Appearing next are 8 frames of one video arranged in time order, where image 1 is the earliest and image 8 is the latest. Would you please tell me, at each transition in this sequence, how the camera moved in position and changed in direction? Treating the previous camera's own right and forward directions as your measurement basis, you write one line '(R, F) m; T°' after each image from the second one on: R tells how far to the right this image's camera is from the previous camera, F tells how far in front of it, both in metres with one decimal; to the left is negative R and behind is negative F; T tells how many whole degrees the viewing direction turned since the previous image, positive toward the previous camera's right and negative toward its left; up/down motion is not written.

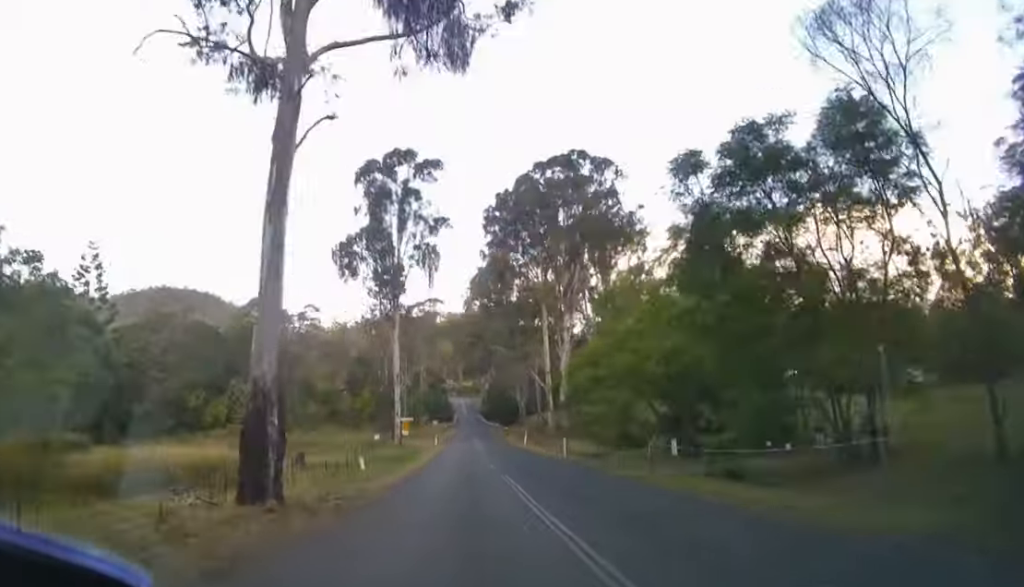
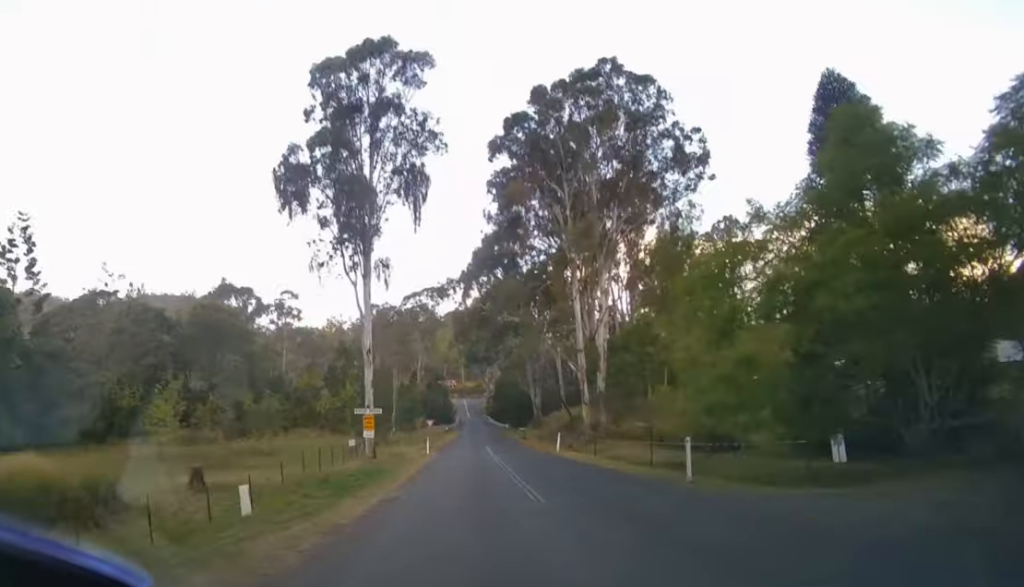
(+0.1, +15.5) m; 0°
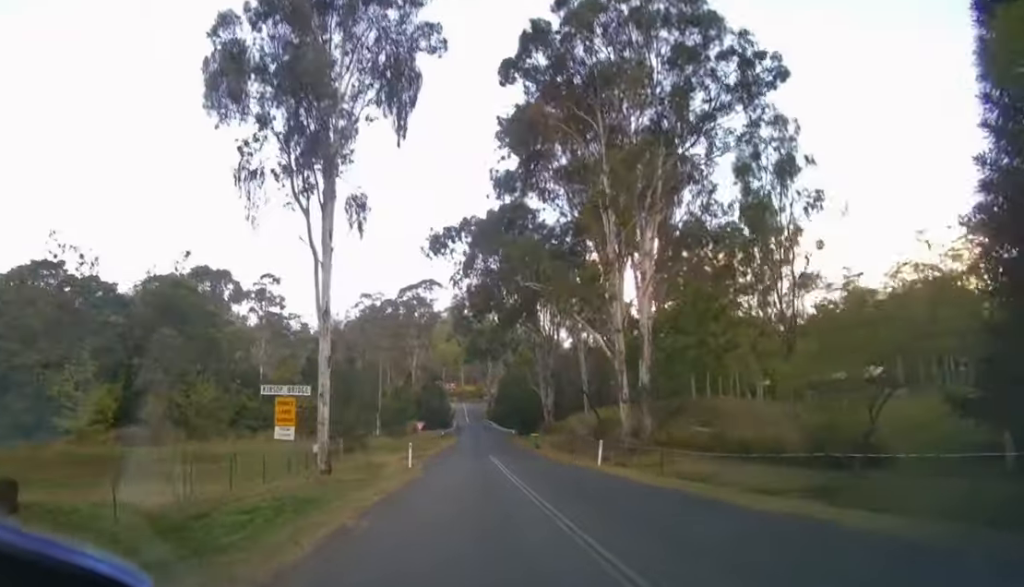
(0.0, +10.3) m; 0°
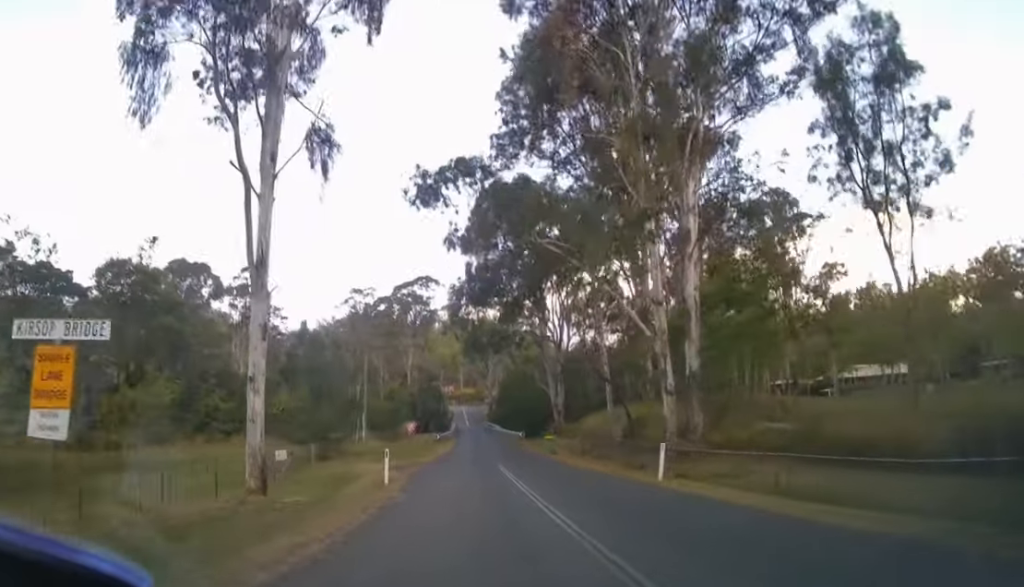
(0.0, +6.3) m; 0°
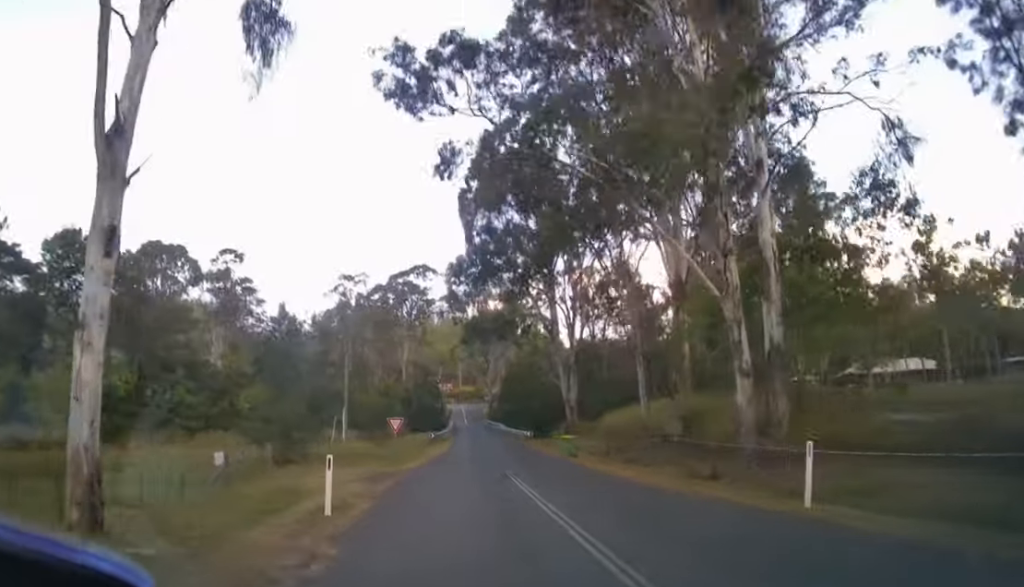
(0.0, +6.0) m; 0°
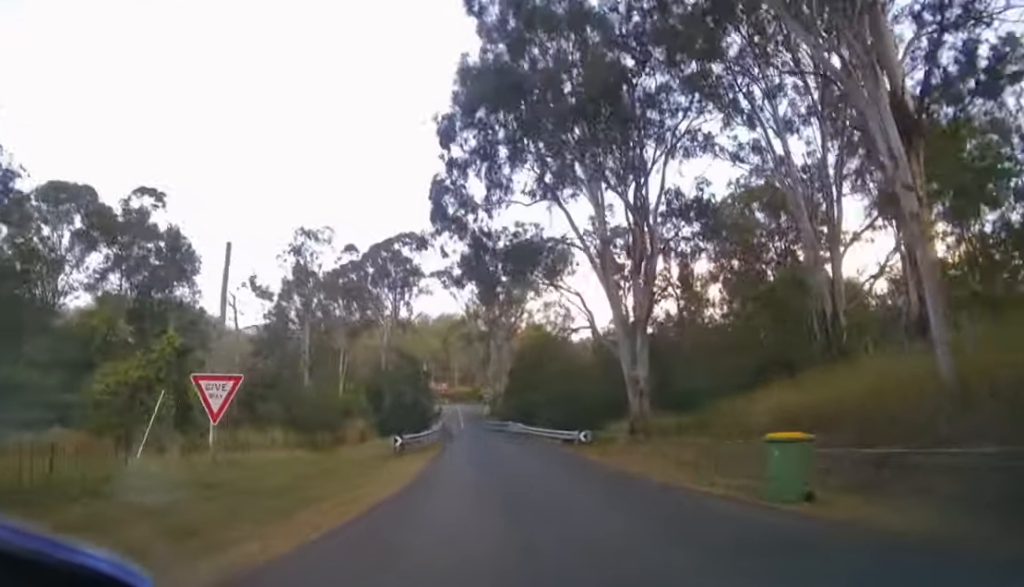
(+0.1, +15.6) m; +1°
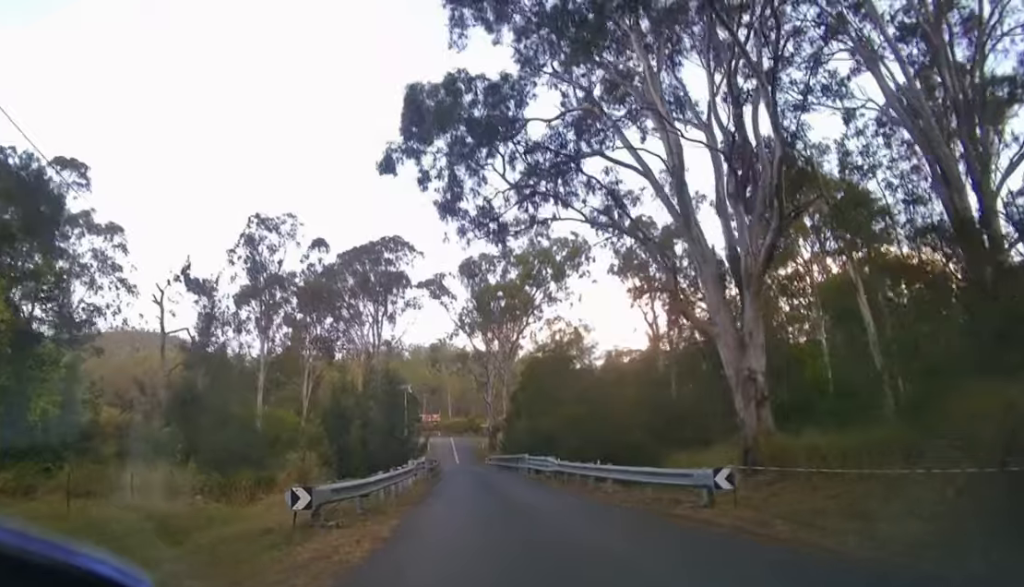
(+0.1, +10.1) m; +1°
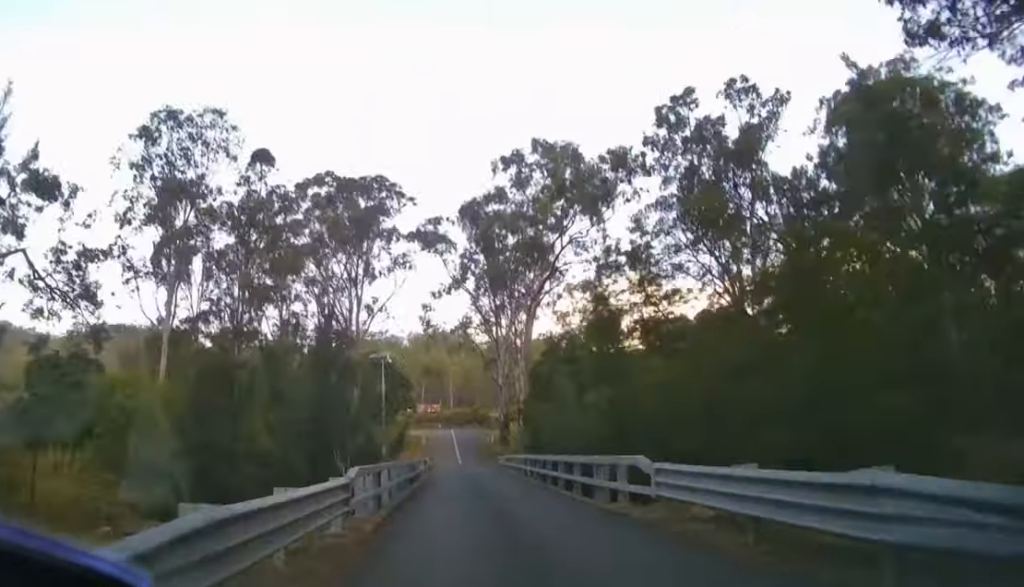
(+0.1, +14.8) m; 0°
